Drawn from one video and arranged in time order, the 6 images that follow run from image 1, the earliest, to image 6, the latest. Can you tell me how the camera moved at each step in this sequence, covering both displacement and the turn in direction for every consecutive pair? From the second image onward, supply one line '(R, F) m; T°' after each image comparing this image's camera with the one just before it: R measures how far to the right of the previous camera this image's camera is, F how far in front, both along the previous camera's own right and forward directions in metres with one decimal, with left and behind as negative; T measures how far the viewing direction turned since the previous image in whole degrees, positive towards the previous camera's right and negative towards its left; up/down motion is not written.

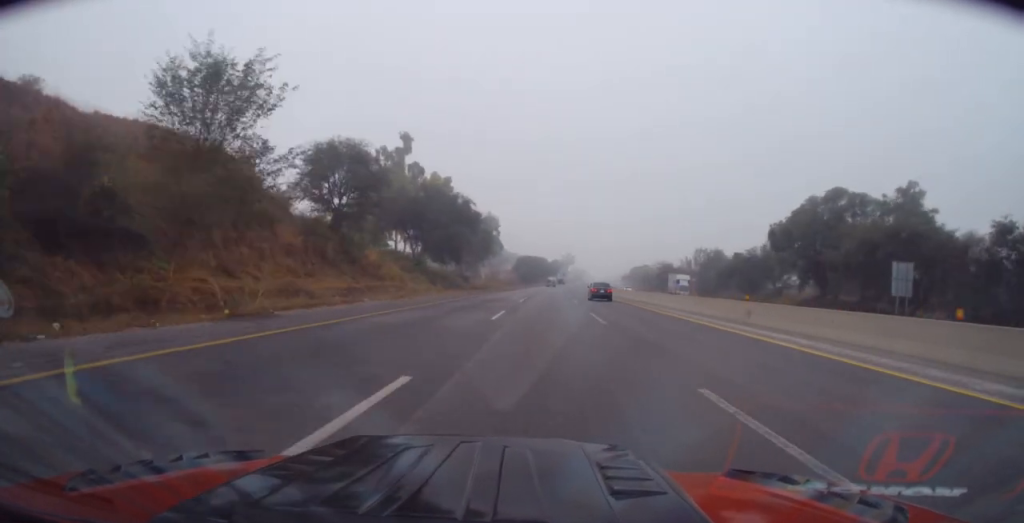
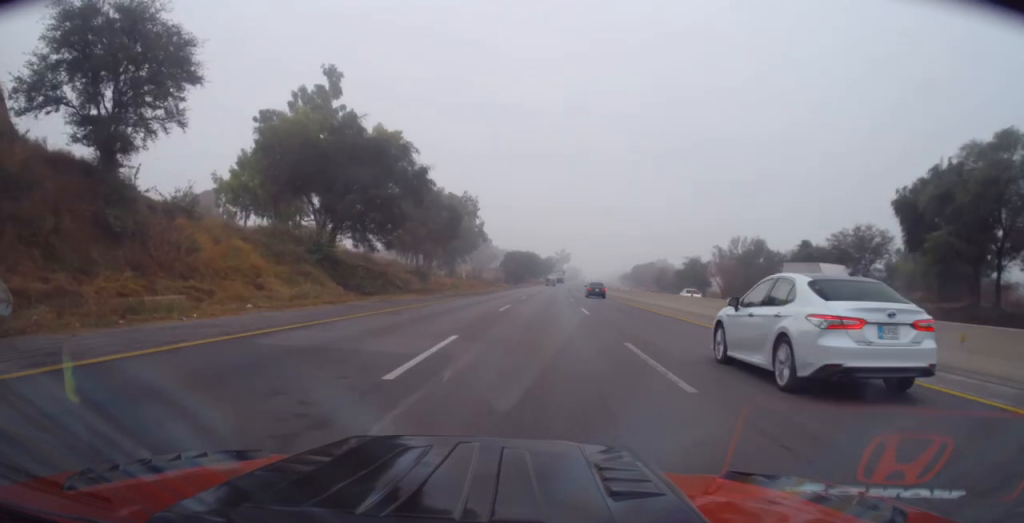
(+0.3, +30.3) m; +2°
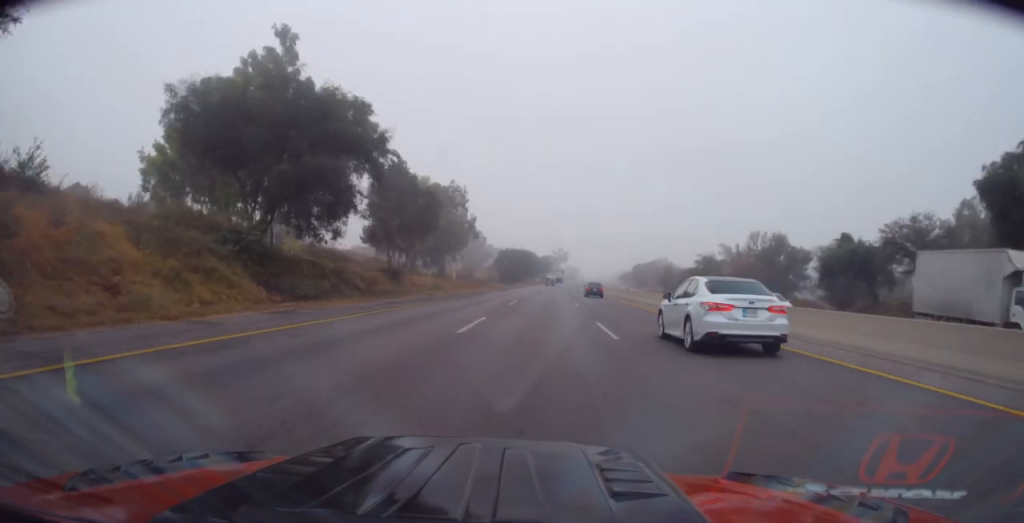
(+0.3, +11.2) m; 0°
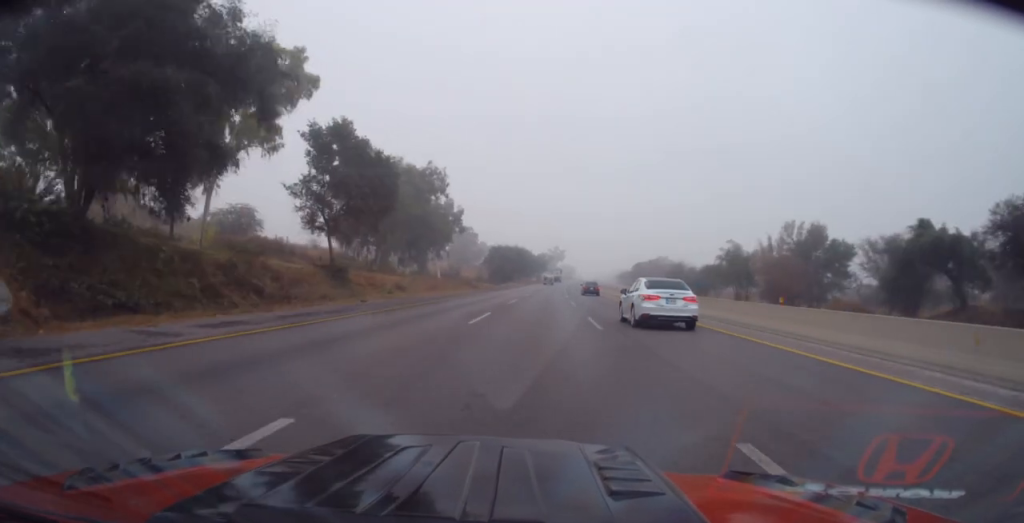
(+0.1, +16.0) m; 0°
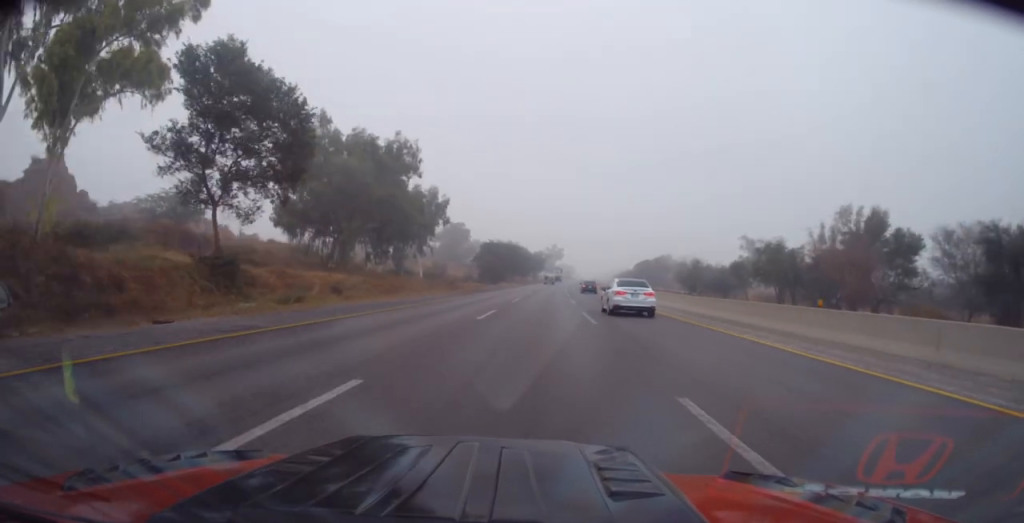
(0.0, +16.0) m; -1°
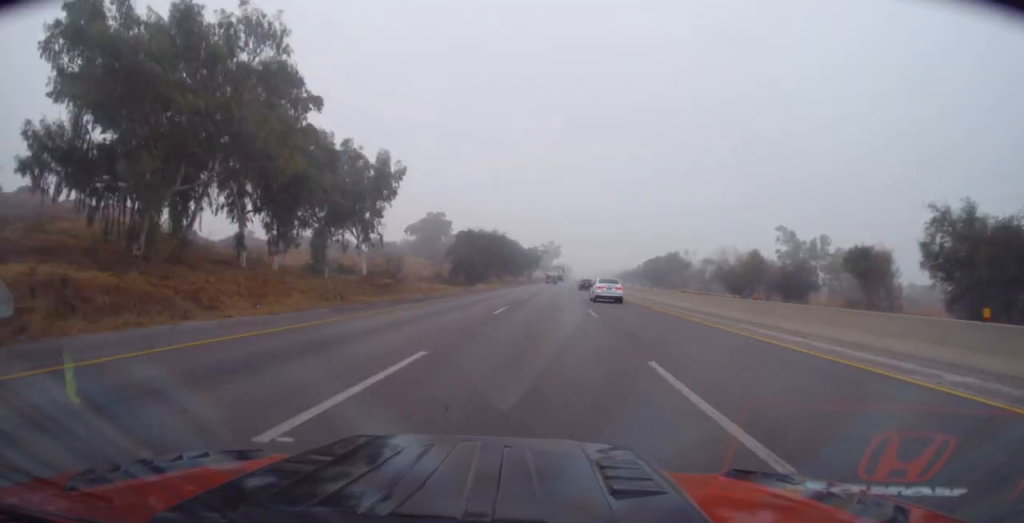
(-0.1, +33.0) m; +1°
